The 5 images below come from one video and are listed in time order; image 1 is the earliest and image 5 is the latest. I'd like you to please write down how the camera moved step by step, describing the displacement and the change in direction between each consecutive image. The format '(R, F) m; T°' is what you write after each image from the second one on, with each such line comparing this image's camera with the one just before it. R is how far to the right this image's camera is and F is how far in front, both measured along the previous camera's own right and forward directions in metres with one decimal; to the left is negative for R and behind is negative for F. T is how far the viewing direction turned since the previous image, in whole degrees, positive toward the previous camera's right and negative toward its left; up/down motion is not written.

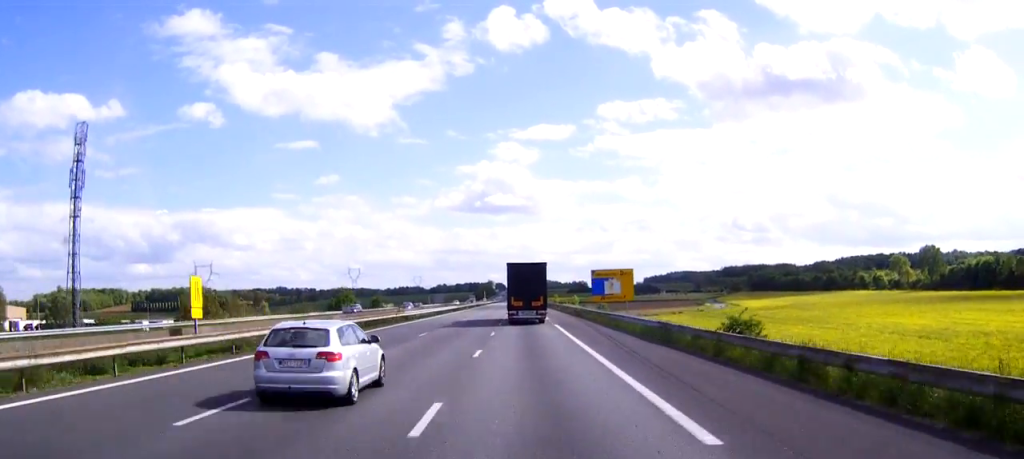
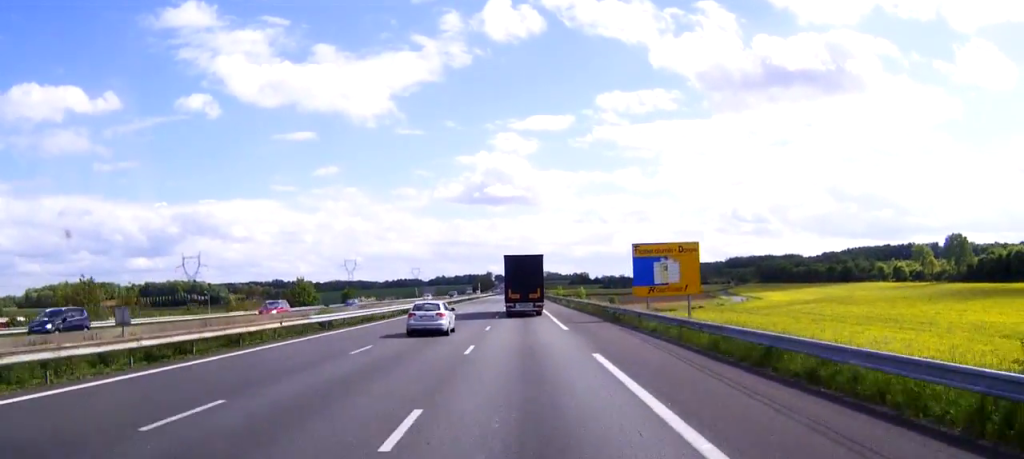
(0.0, +27.0) m; 0°
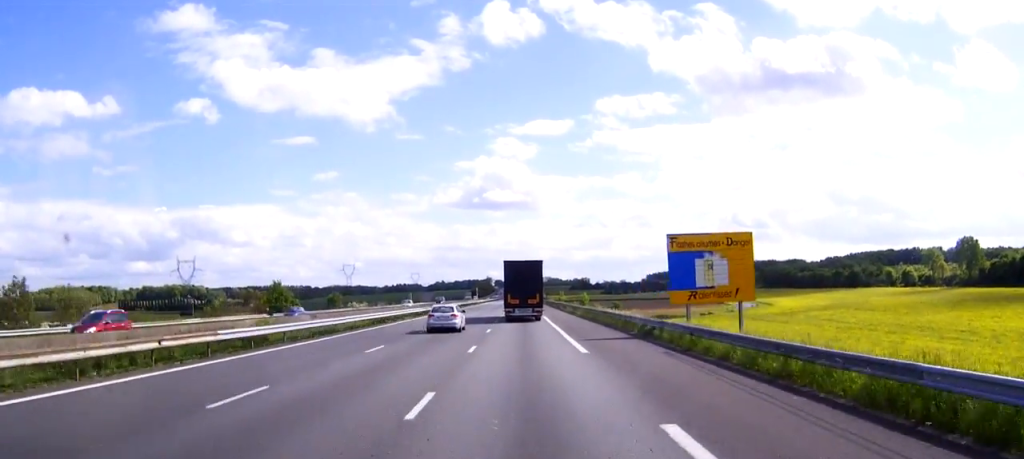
(0.0, +10.7) m; 0°
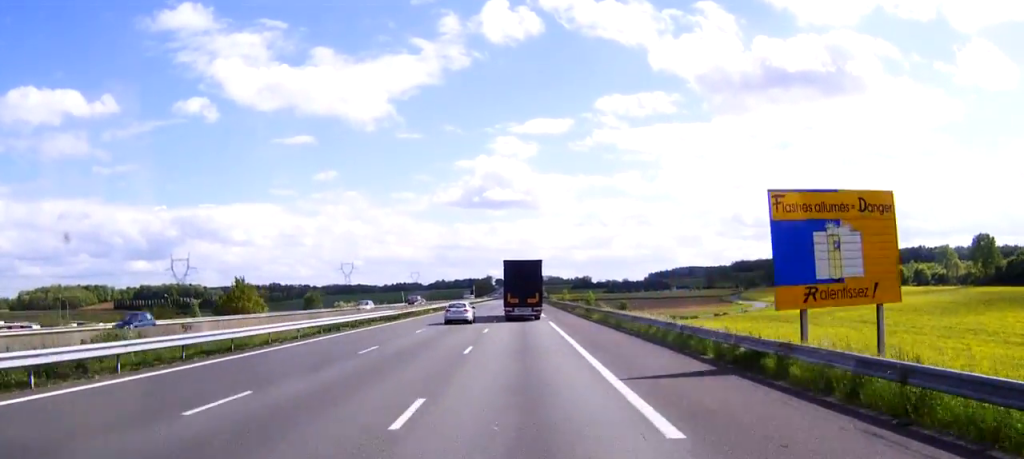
(0.0, +13.9) m; 0°
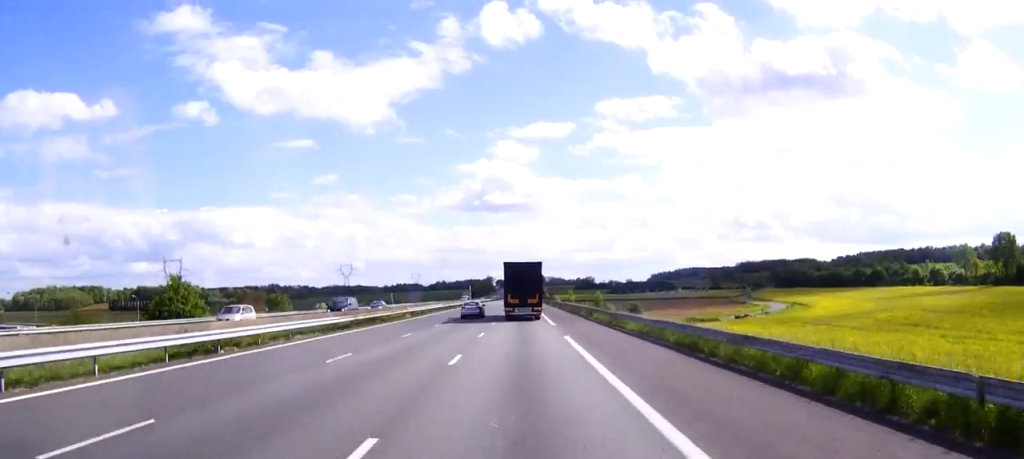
(0.0, +17.2) m; 0°
